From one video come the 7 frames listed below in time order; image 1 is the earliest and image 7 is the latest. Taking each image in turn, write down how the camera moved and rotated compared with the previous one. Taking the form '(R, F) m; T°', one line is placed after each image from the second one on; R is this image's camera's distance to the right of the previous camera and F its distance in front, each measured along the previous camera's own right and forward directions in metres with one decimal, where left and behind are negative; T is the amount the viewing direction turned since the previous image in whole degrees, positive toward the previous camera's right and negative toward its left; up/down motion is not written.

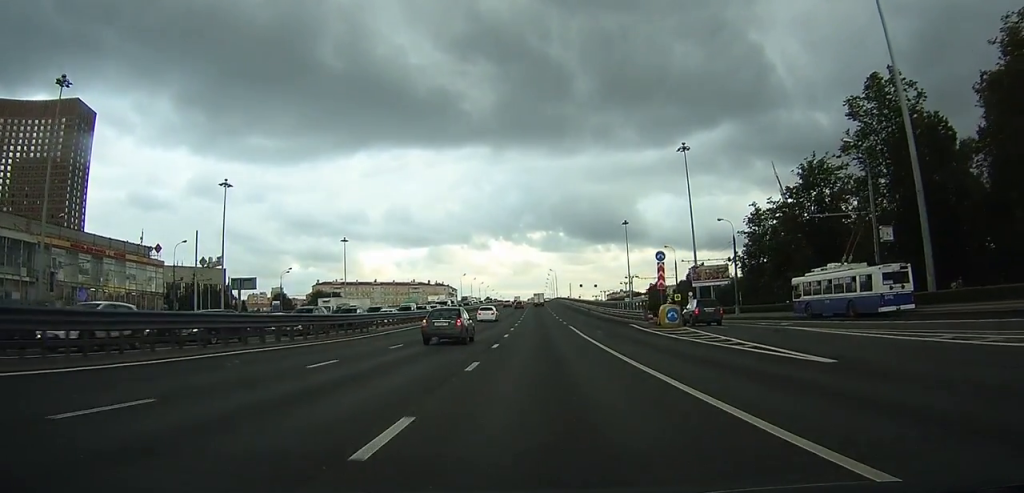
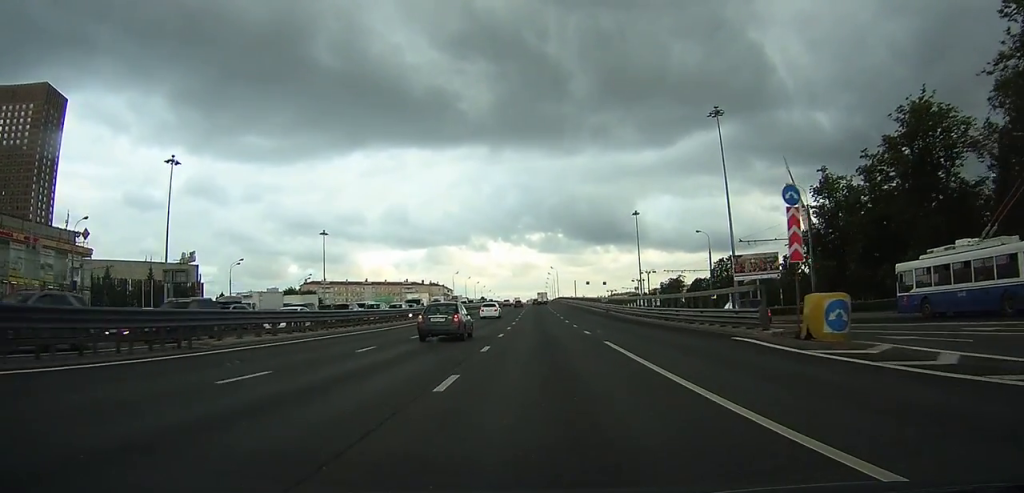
(+0.1, +20.0) m; 0°
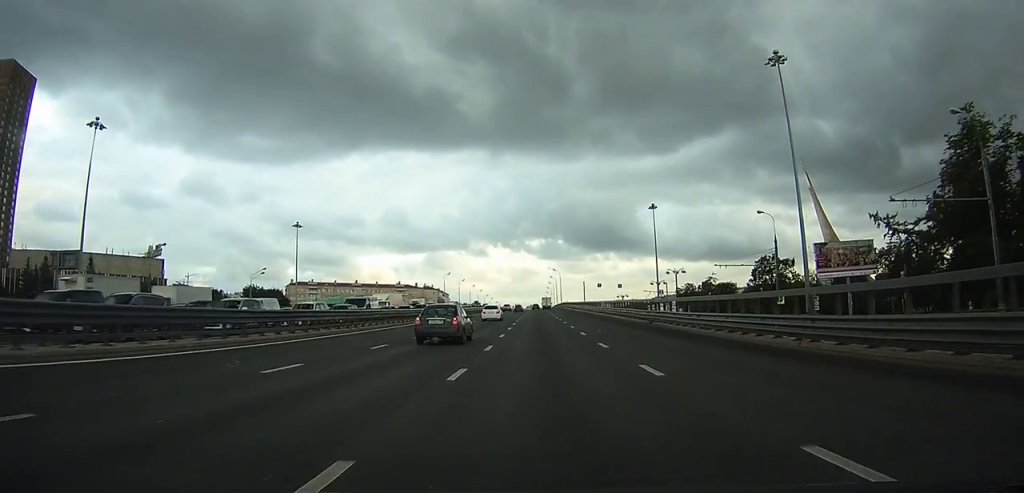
(-0.2, +22.3) m; 0°
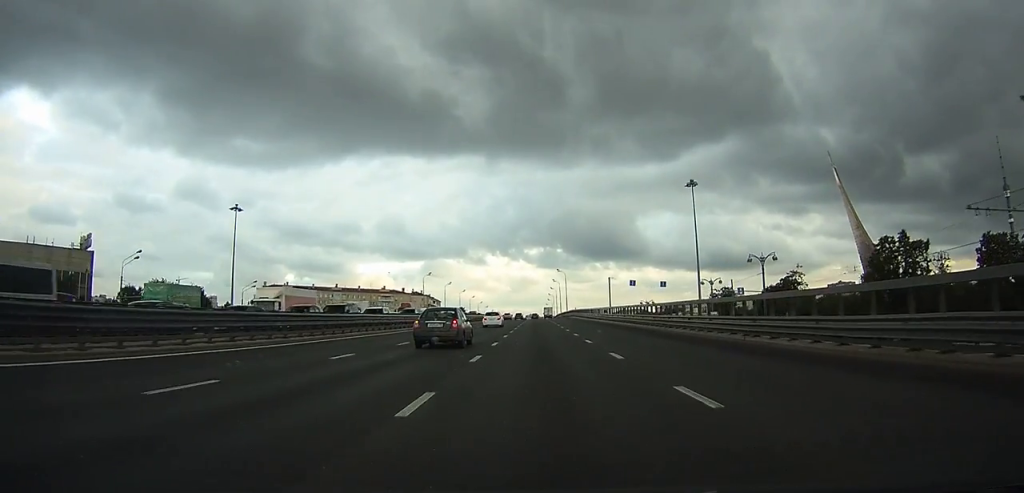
(+0.3, +36.1) m; 0°
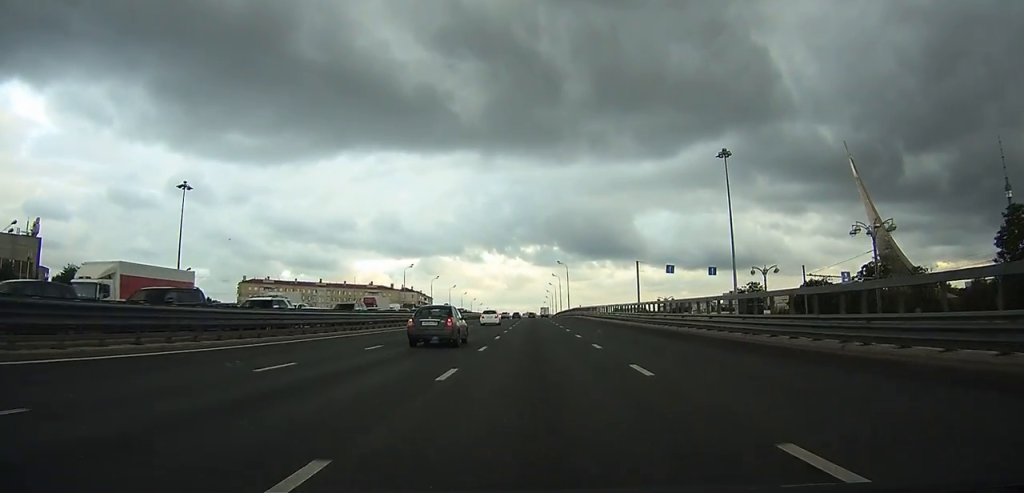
(-0.1, +20.4) m; 0°
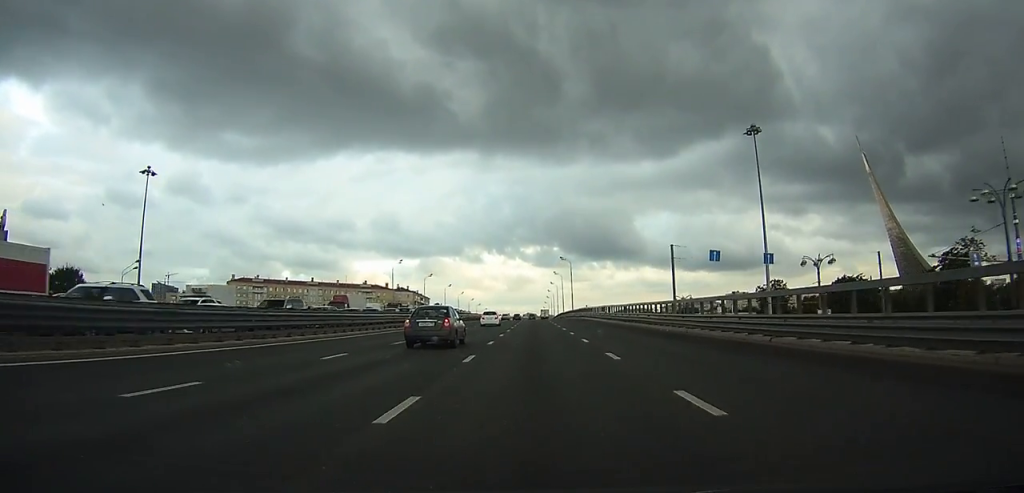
(+0.1, +12.2) m; 0°
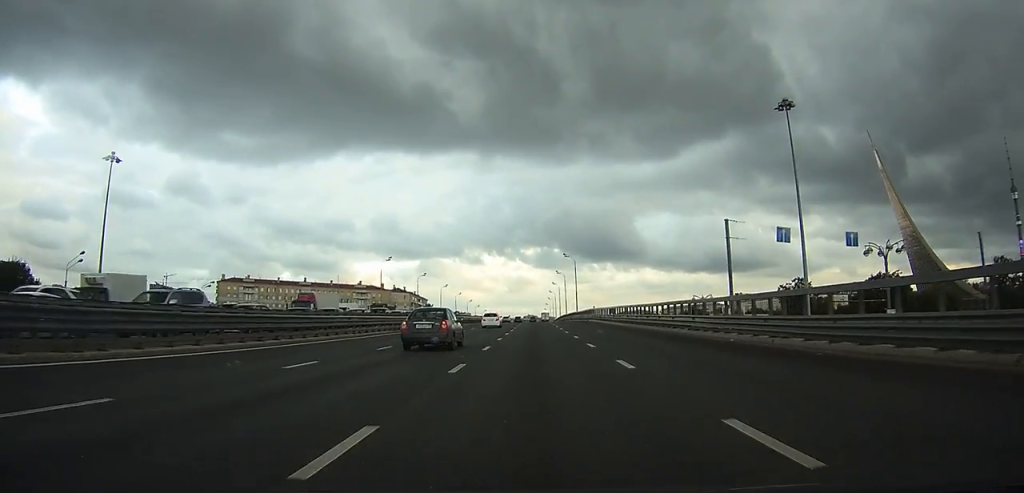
(0.0, +10.4) m; 0°
